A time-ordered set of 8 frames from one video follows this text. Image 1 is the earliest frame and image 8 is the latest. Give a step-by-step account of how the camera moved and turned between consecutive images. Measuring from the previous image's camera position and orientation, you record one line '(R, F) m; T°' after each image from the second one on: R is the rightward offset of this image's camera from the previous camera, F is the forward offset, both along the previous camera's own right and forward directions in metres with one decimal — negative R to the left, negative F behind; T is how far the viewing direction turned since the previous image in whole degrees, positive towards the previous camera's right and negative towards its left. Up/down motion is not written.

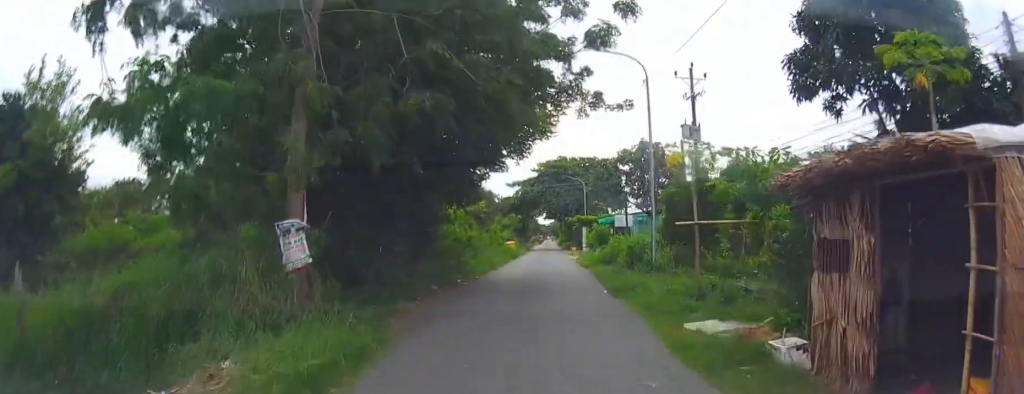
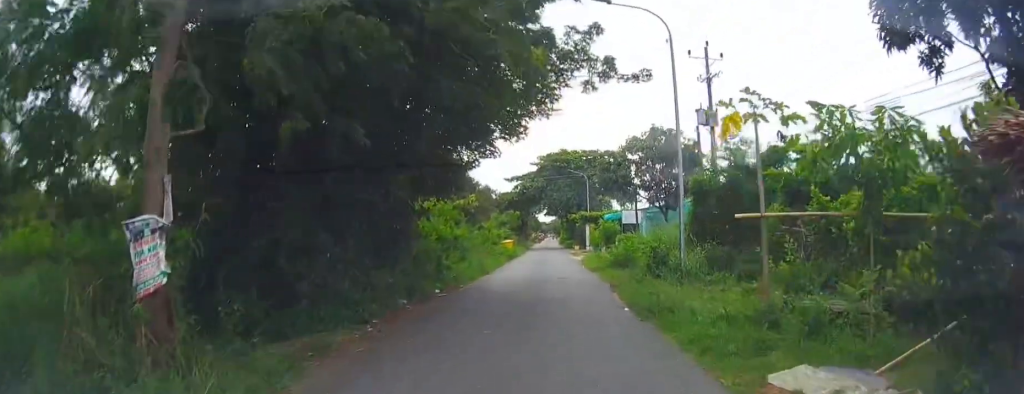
(+0.2, +4.4) m; 0°
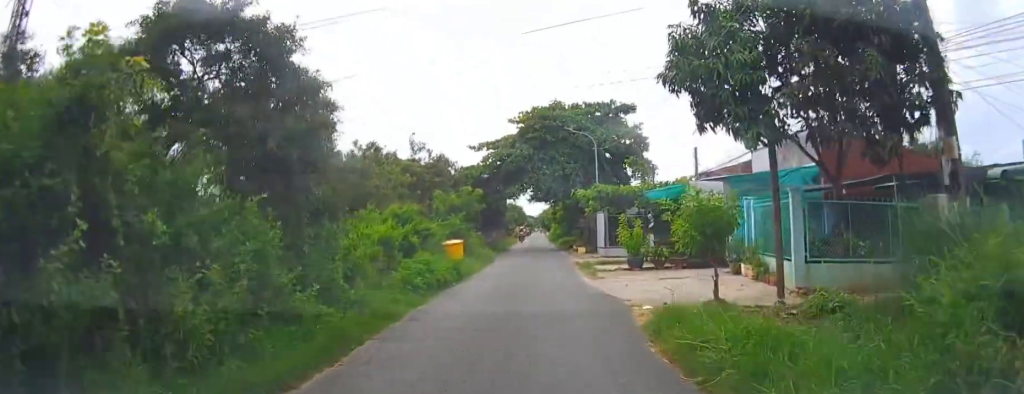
(-0.2, +23.7) m; 0°
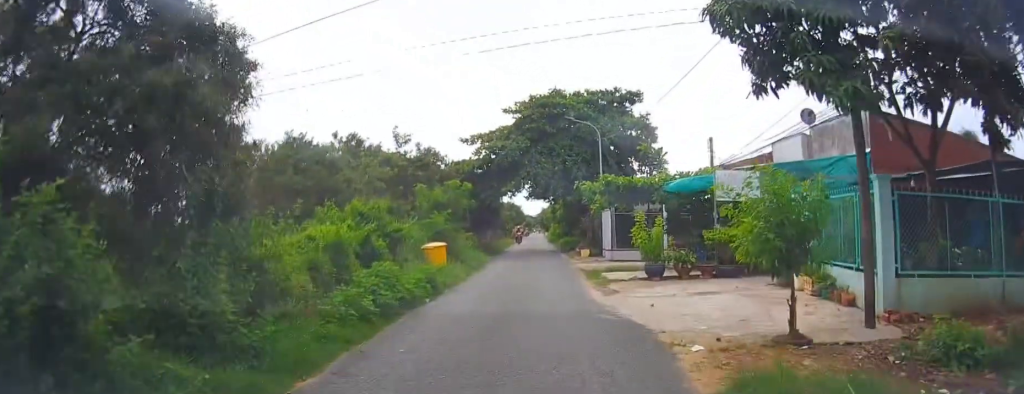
(+0.1, +4.0) m; 0°
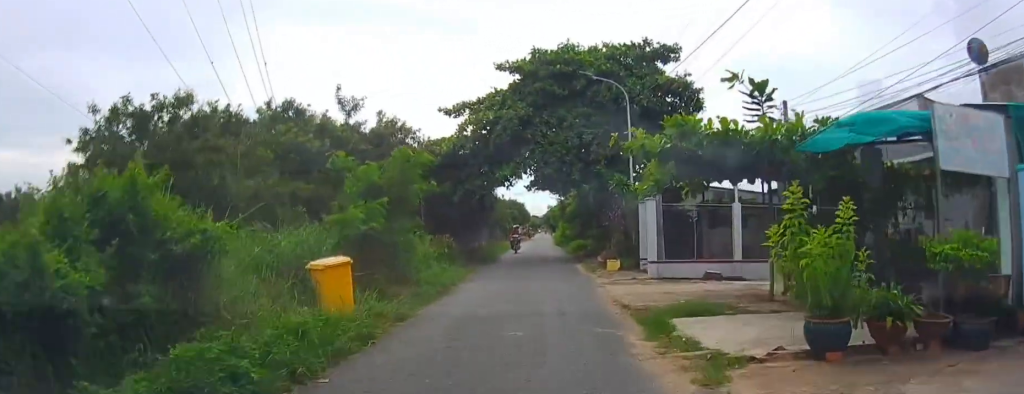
(0.0, +10.8) m; +3°
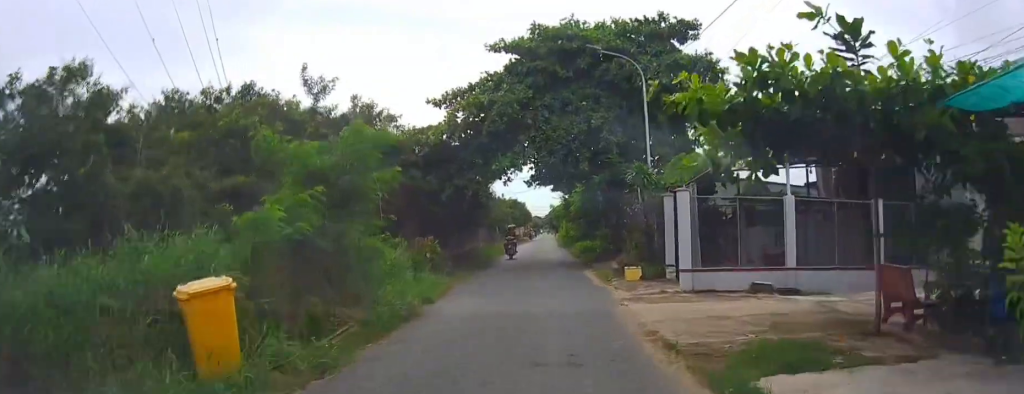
(+0.2, +4.1) m; +2°
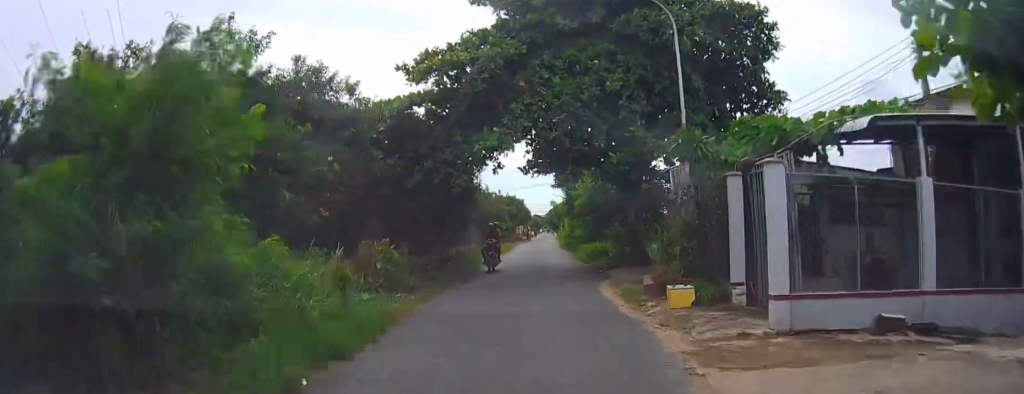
(0.0, +6.2) m; -1°
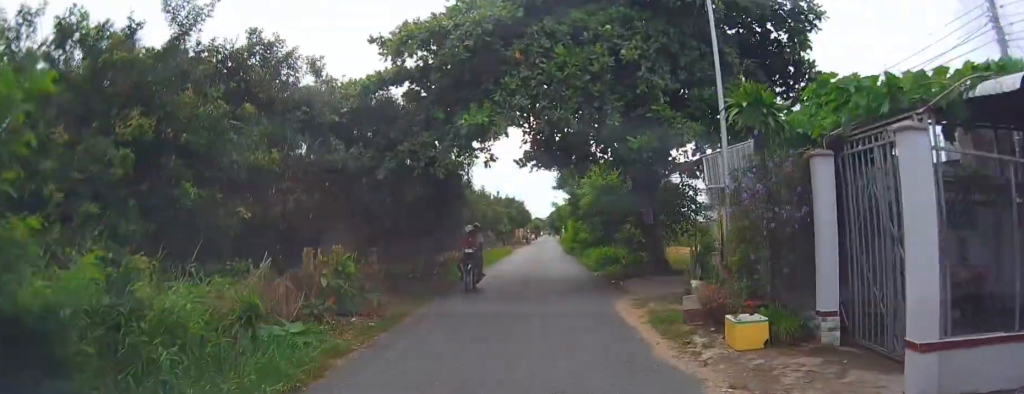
(0.0, +3.8) m; -1°
